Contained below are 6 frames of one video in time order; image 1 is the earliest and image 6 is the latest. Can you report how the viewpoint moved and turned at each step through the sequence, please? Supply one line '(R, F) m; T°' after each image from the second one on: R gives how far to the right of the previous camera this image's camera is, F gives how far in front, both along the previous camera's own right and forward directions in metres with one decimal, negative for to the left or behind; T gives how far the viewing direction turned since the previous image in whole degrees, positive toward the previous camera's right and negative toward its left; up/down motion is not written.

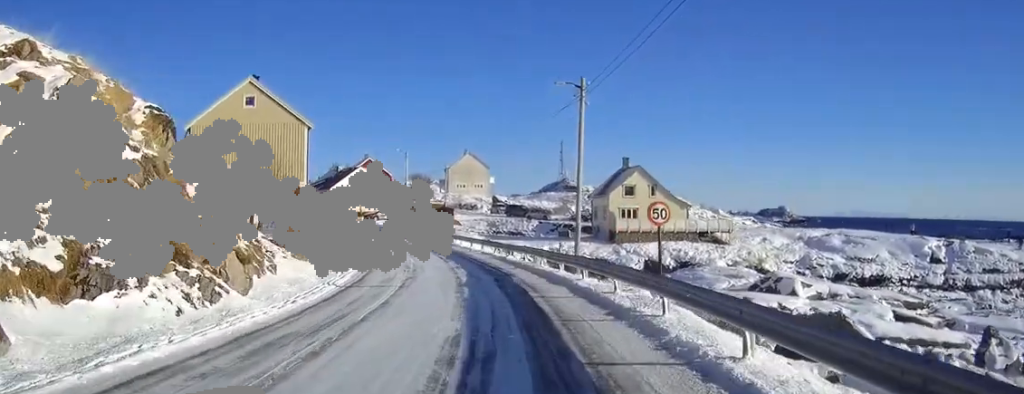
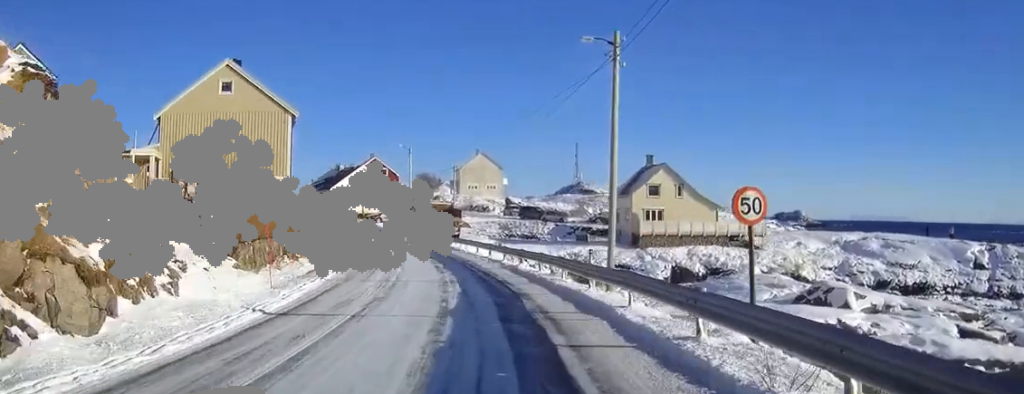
(-0.2, +6.8) m; -2°
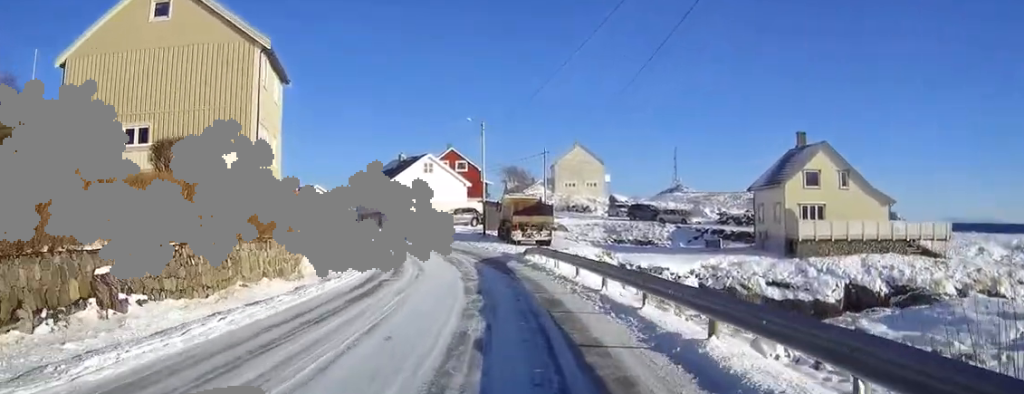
(-0.8, +19.2) m; -6°
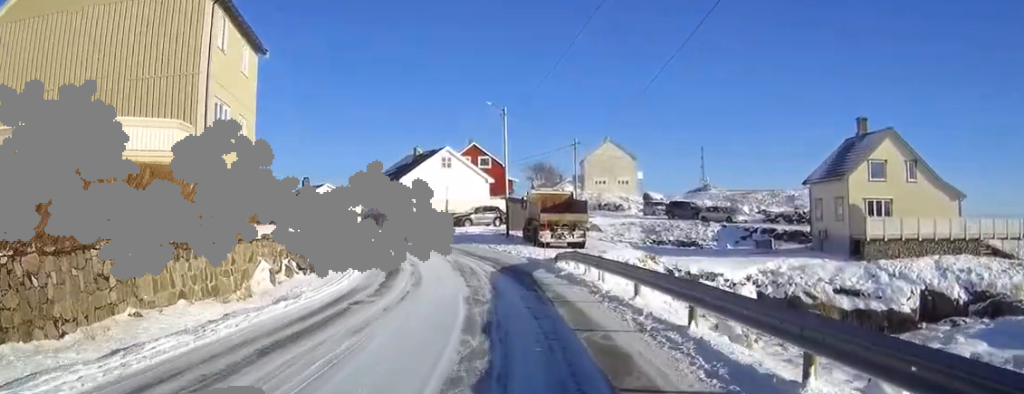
(-0.1, +6.6) m; -3°
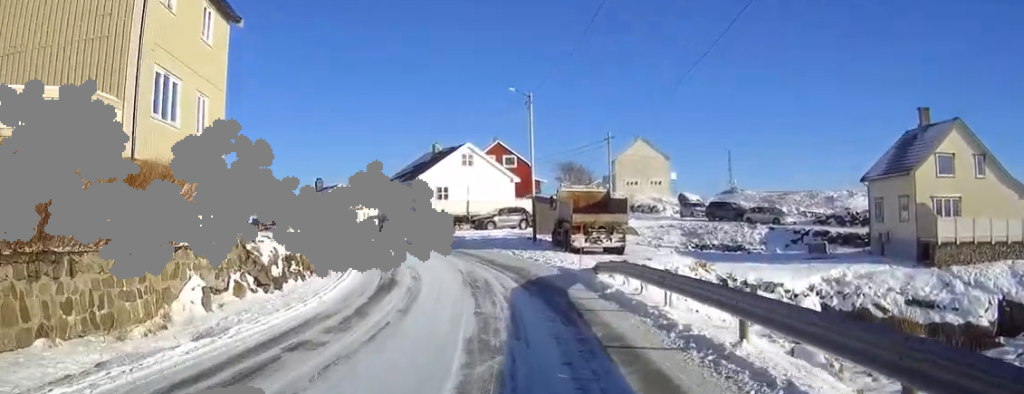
(-0.1, +5.5) m; -3°
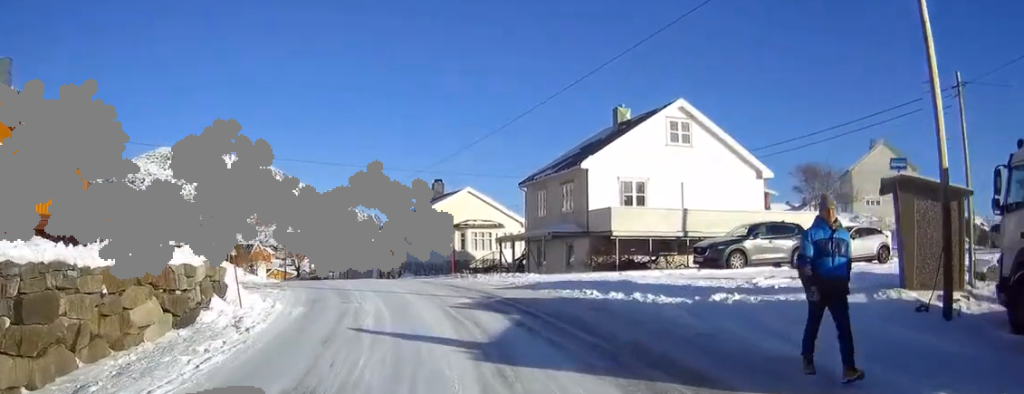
(-2.3, +29.2) m; -7°
